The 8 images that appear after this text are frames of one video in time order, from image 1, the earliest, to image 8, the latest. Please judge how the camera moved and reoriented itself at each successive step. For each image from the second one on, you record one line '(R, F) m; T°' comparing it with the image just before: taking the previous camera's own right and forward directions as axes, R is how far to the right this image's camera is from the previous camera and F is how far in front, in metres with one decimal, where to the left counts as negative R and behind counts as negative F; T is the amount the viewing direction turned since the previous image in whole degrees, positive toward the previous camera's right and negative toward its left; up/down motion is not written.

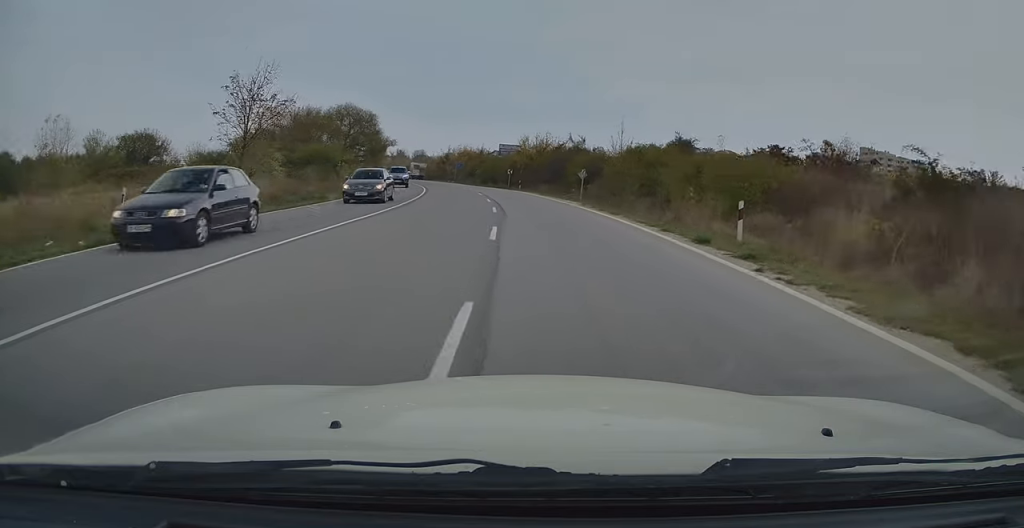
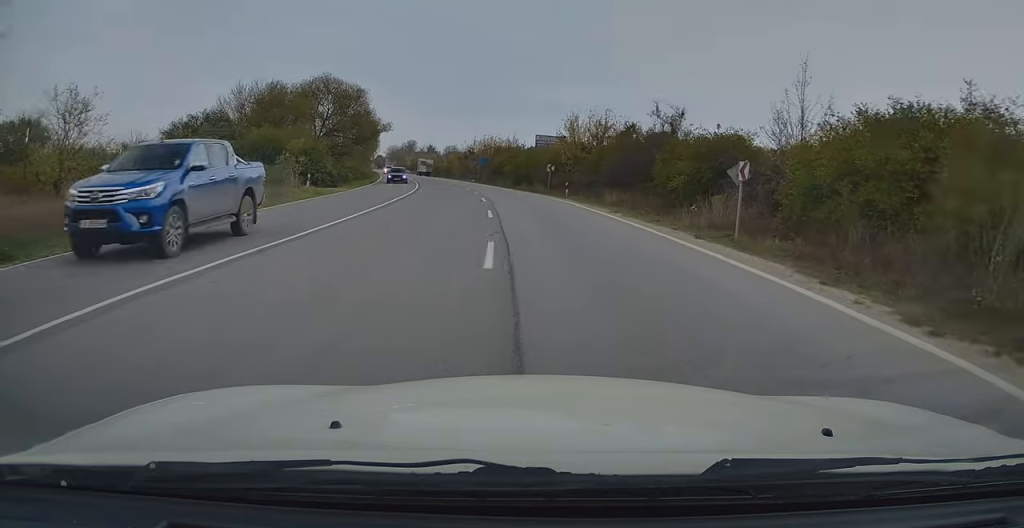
(-0.6, +21.7) m; -4°
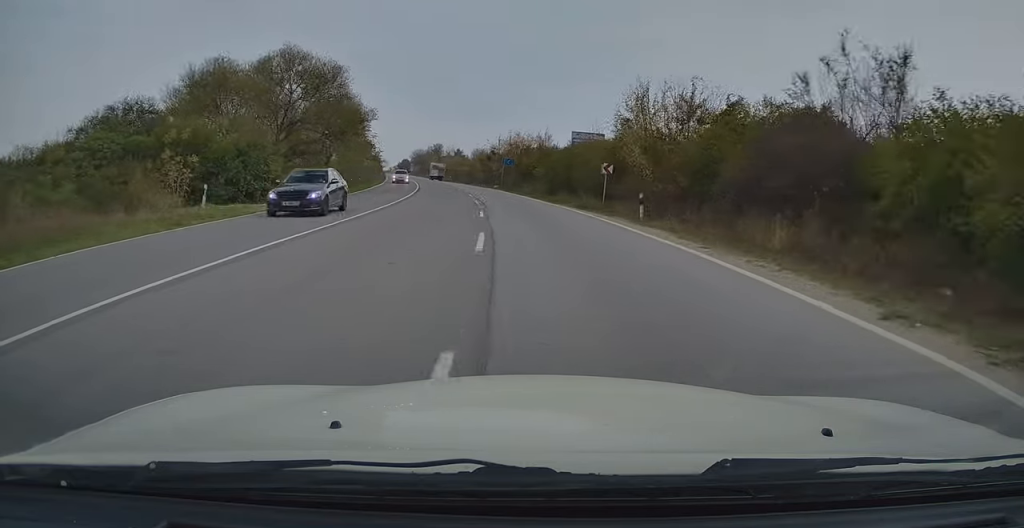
(-0.3, +15.8) m; -3°
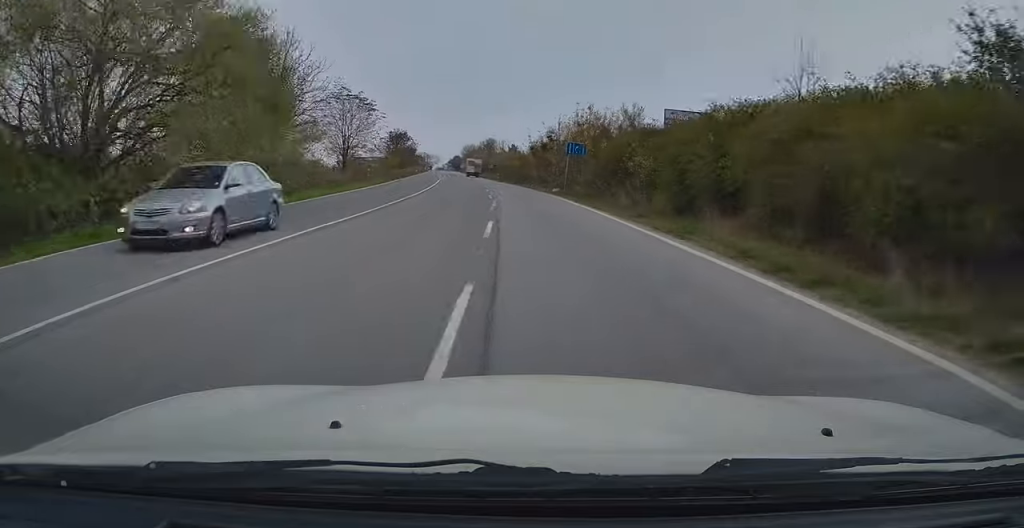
(-1.0, +24.7) m; -4°
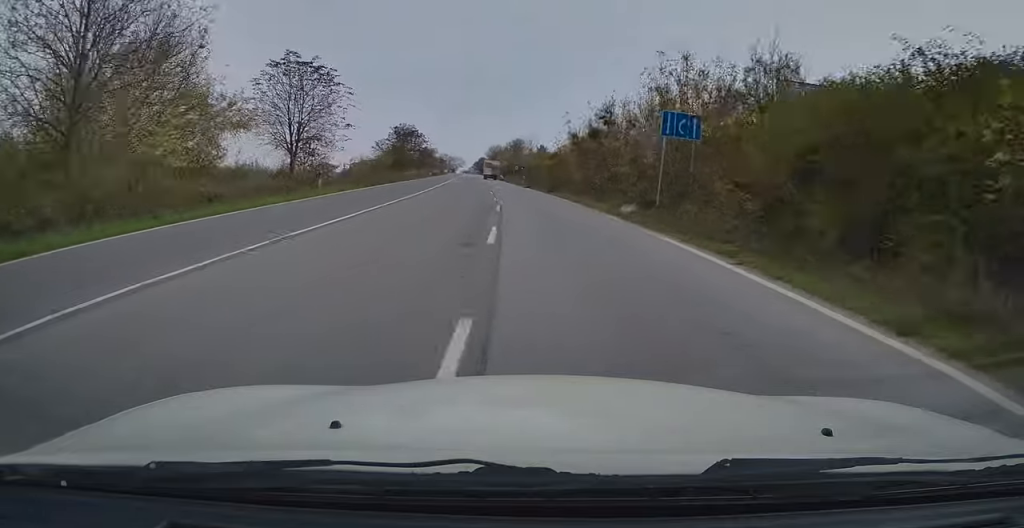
(-0.5, +19.7) m; -3°
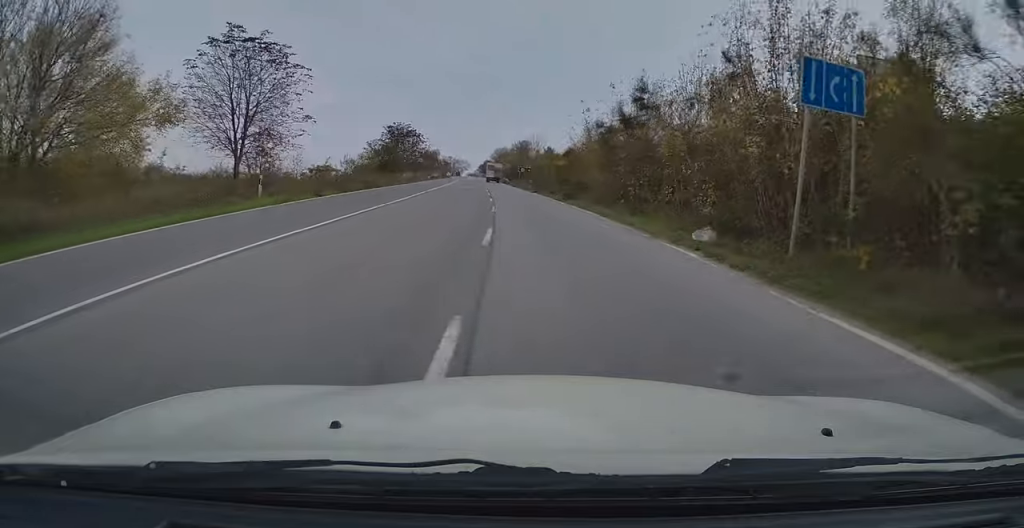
(-0.1, +8.7) m; -1°
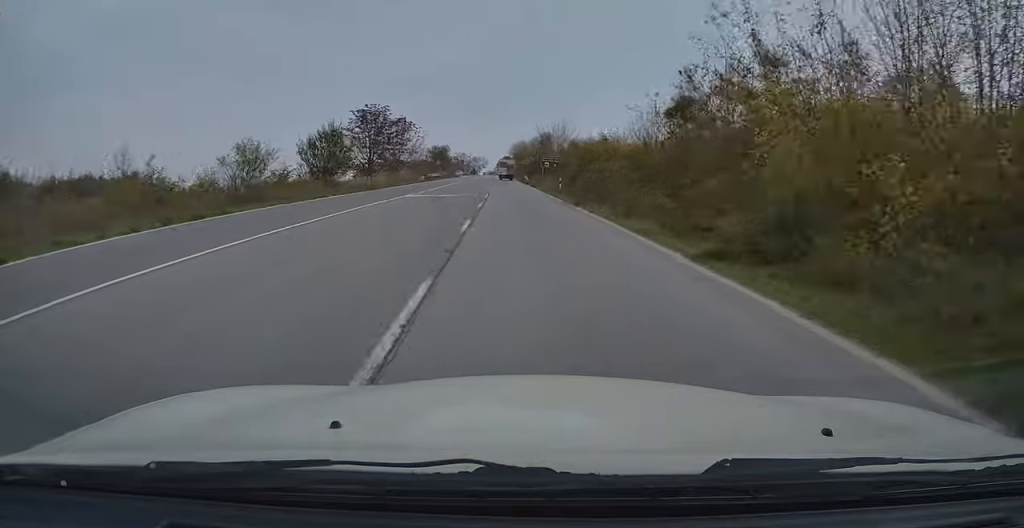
(-0.7, +25.2) m; -3°
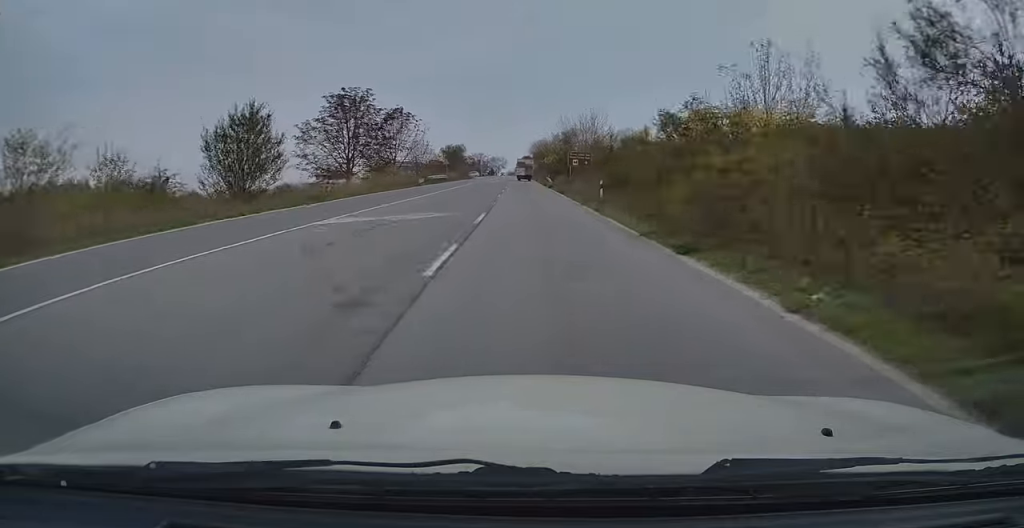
(-0.1, +14.6) m; -1°
